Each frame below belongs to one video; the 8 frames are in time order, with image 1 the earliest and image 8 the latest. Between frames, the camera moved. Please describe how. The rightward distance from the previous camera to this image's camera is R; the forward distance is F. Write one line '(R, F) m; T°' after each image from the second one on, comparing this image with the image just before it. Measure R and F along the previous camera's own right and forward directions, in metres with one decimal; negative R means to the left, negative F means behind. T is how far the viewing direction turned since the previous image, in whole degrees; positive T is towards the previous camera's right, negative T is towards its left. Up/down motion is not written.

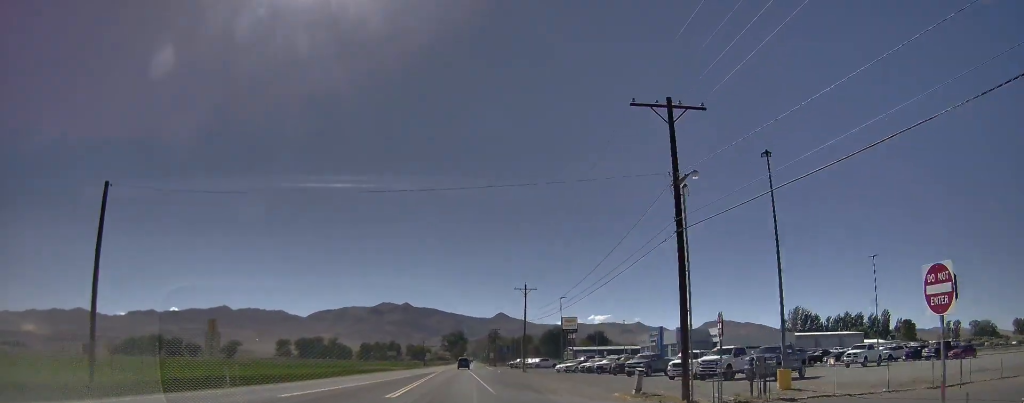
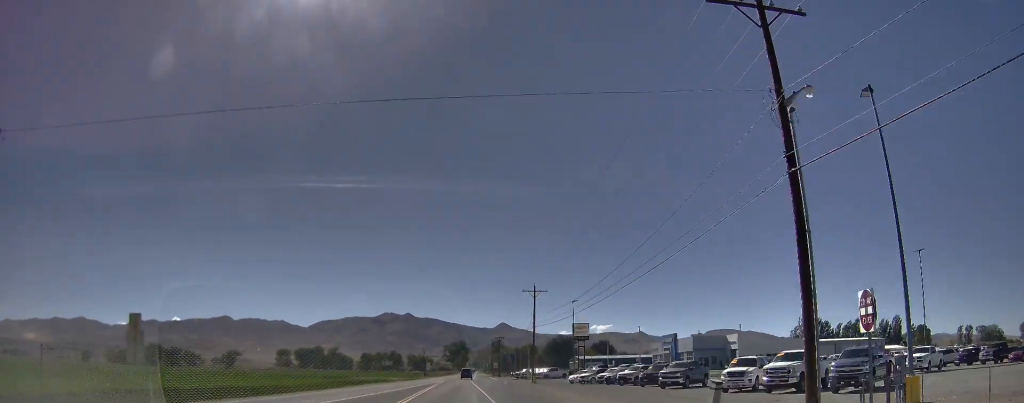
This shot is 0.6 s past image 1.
(+0.2, +8.8) m; -1°
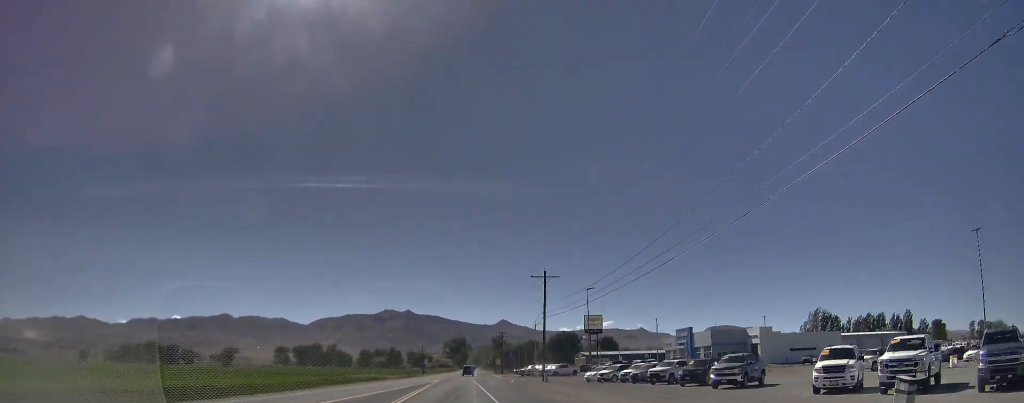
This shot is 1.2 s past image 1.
(-0.6, +9.9) m; -3°
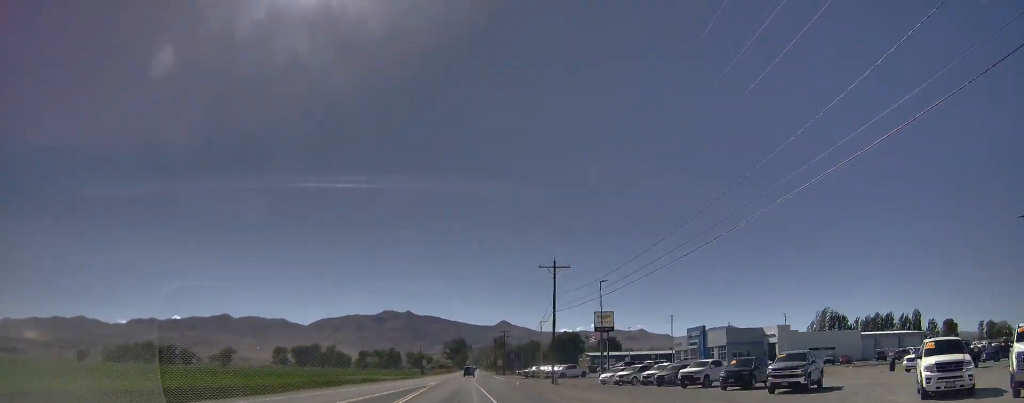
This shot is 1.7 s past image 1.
(-0.1, +7.1) m; -1°
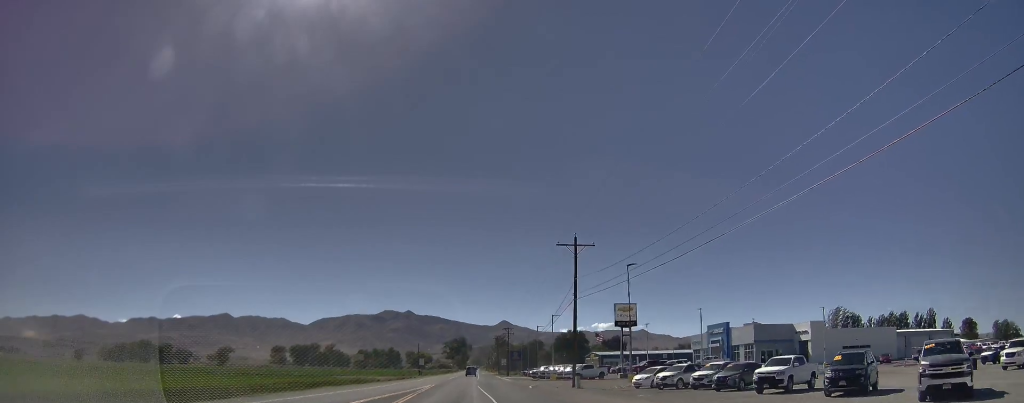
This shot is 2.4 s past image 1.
(0.0, +11.1) m; 0°
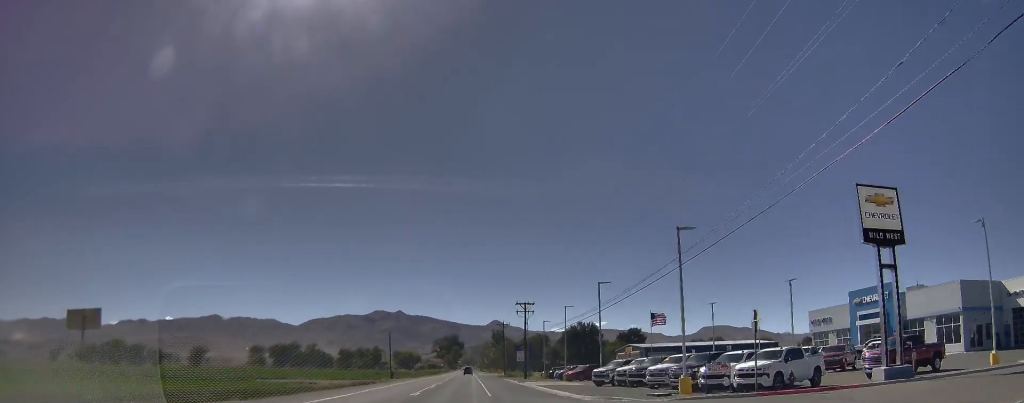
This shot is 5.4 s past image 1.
(0.0, +48.2) m; 0°
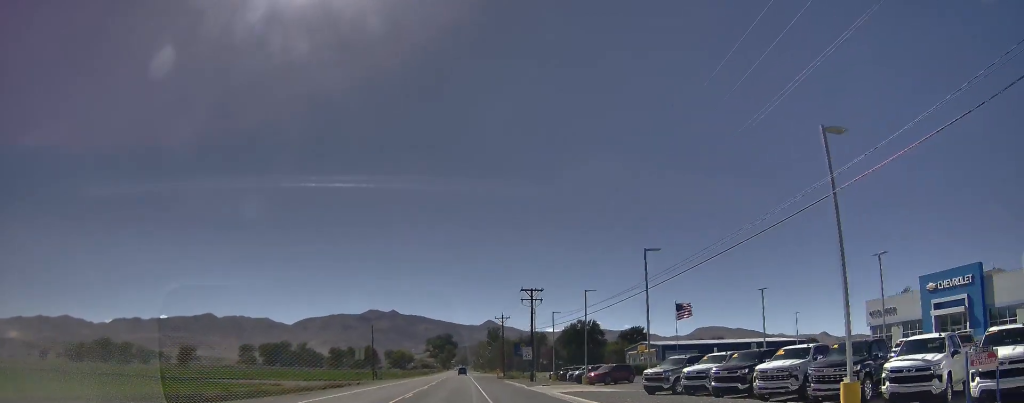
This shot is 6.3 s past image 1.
(0.0, +14.5) m; 0°
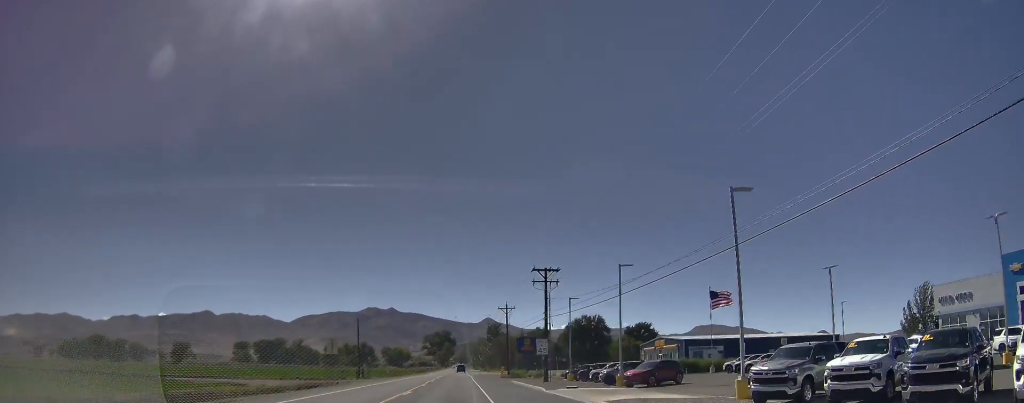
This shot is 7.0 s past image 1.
(0.0, +12.5) m; 0°
